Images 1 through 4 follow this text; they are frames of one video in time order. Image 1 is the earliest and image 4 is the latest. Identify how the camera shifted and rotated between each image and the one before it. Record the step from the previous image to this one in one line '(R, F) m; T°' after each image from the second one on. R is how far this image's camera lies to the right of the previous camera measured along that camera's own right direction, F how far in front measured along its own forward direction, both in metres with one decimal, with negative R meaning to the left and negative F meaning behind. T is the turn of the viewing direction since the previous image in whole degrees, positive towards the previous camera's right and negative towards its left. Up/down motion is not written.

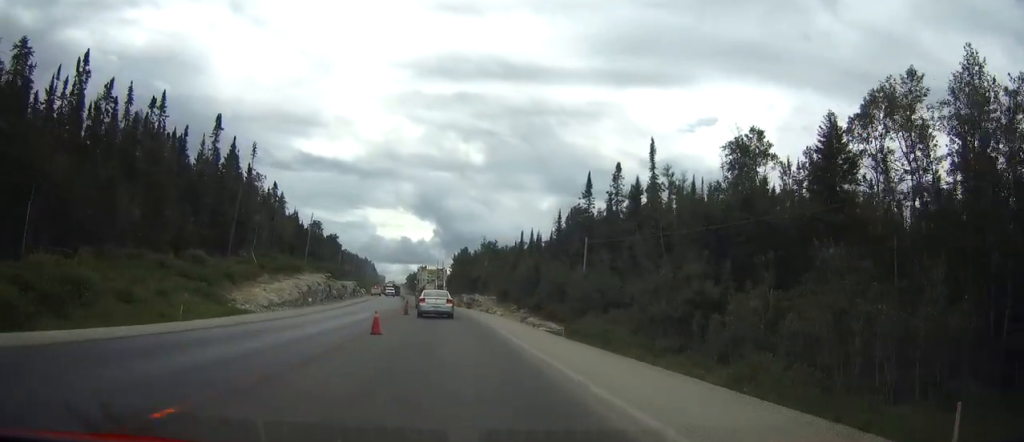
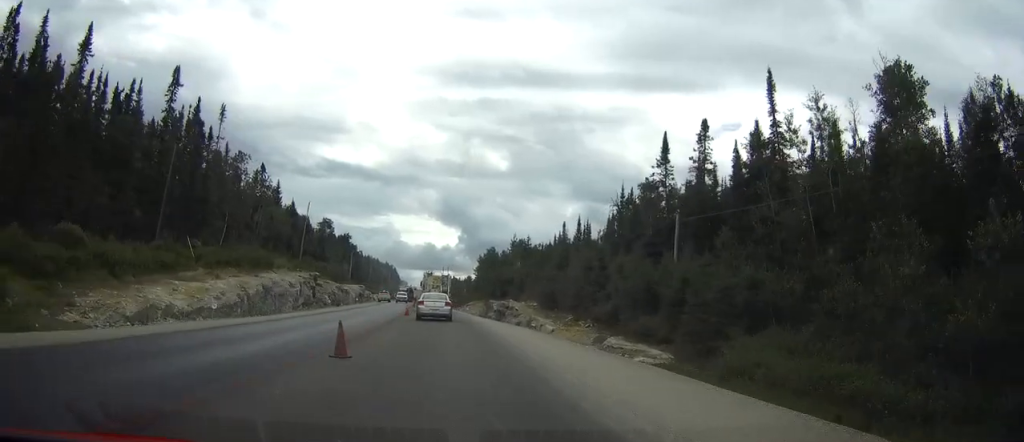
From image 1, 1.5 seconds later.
(-0.4, +27.5) m; -2°
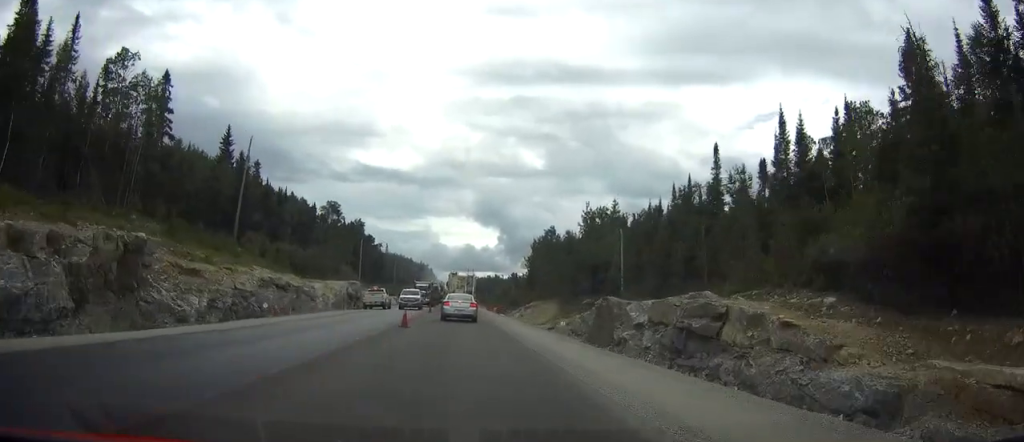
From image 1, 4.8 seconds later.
(-1.5, +57.5) m; -2°
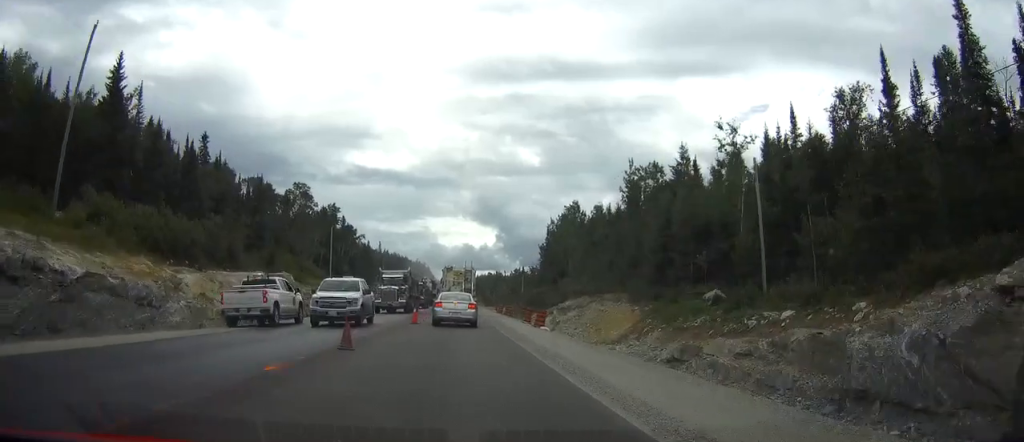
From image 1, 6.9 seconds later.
(-0.1, +34.6) m; -1°
